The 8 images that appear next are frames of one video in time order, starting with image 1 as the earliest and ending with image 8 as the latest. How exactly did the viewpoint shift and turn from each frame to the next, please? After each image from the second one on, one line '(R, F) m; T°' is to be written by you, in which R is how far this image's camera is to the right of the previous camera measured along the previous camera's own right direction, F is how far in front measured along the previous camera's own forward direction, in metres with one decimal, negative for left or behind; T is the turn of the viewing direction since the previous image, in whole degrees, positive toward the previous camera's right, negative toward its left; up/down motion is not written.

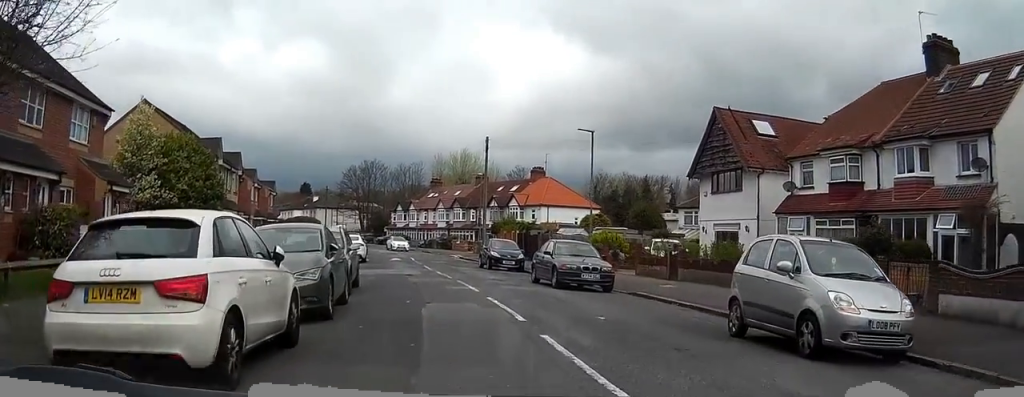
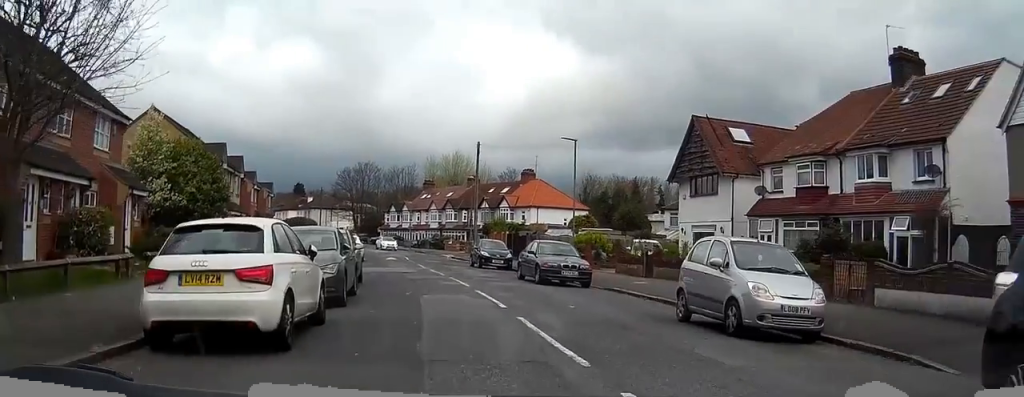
(0.0, +3.4) m; 0°
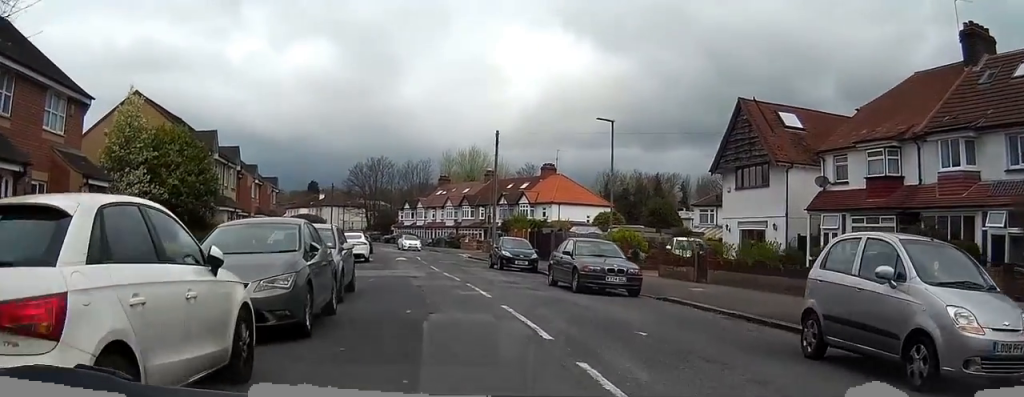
(0.0, +3.8) m; 0°
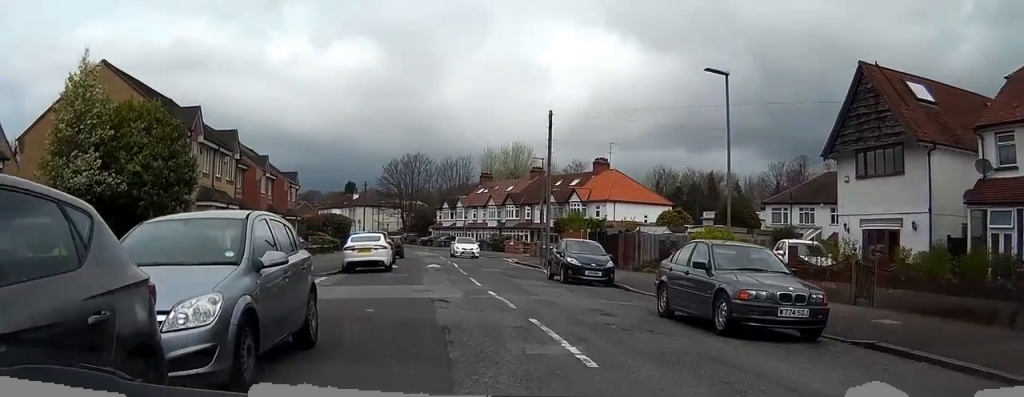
(-0.1, +7.4) m; -2°
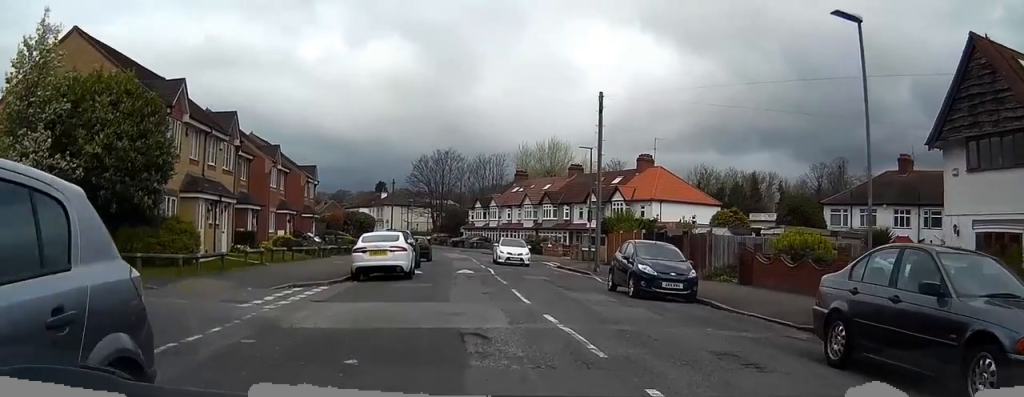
(-0.1, +5.1) m; -2°
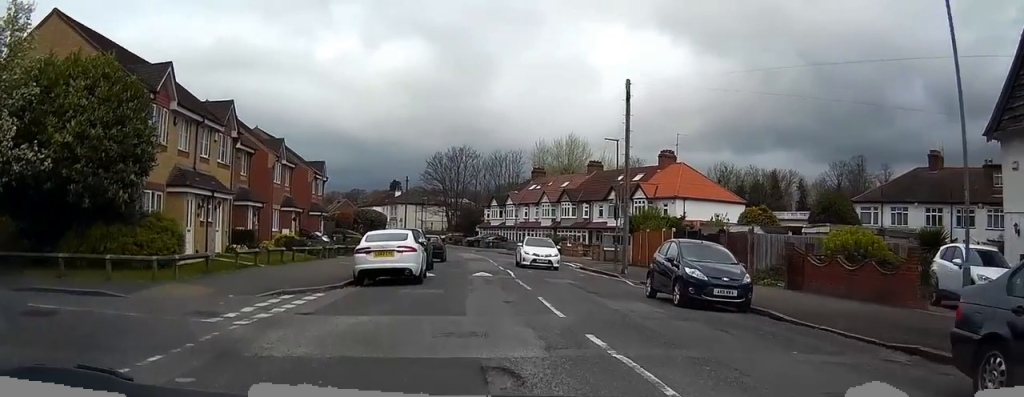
(0.0, +2.4) m; -1°
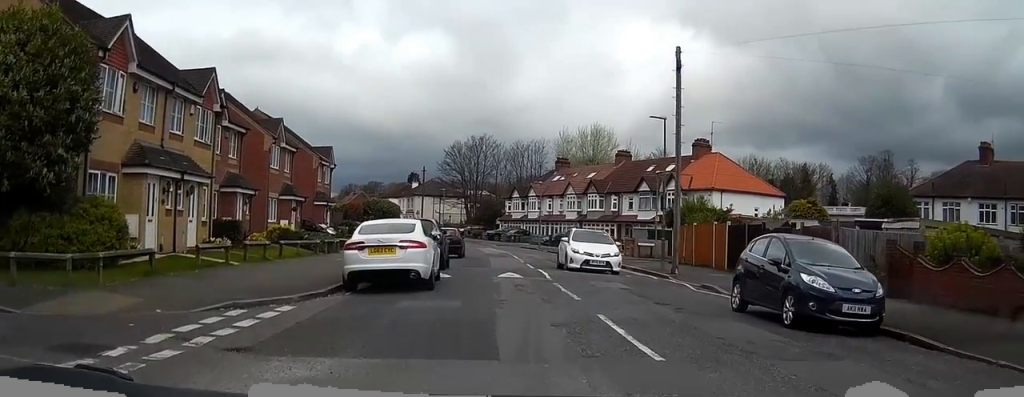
(-0.1, +4.3) m; -2°
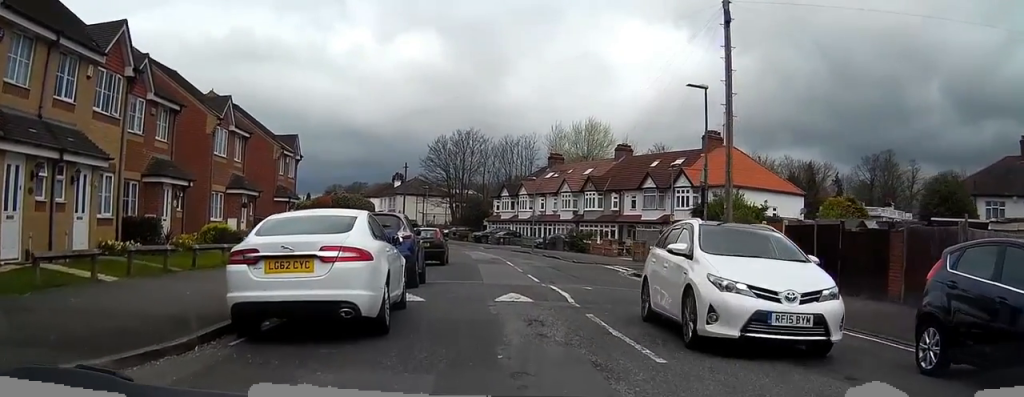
(-0.2, +6.8) m; -2°
